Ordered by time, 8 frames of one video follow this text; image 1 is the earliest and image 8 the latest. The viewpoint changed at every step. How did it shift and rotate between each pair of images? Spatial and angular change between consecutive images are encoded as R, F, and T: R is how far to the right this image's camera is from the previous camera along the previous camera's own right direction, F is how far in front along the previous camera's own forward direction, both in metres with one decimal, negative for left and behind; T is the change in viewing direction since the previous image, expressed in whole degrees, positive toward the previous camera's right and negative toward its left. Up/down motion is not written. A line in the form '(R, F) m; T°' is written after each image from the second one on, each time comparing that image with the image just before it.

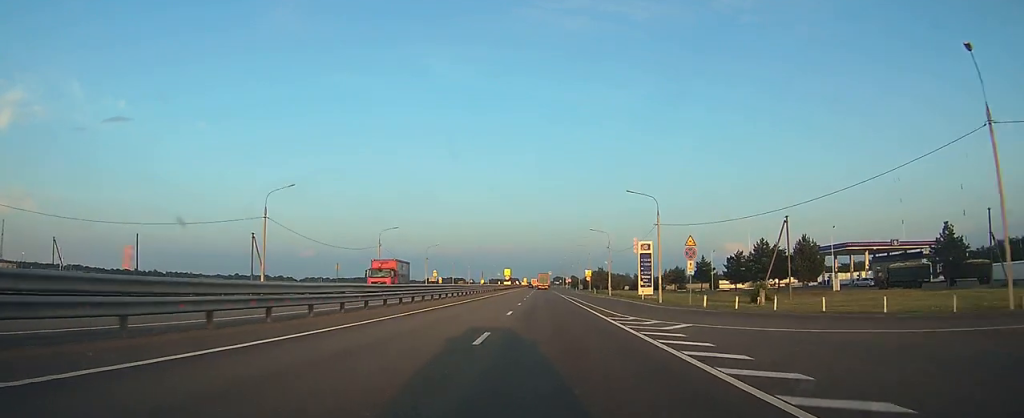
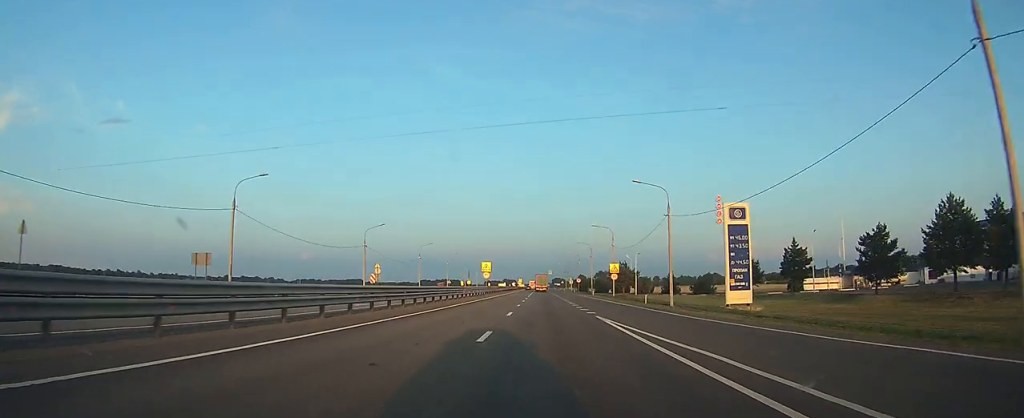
(+0.1, +47.6) m; 0°
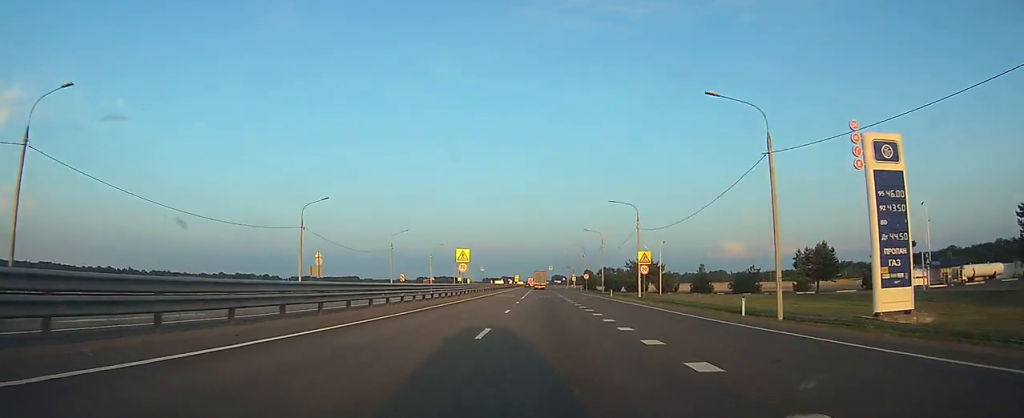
(+0.1, +24.1) m; 0°
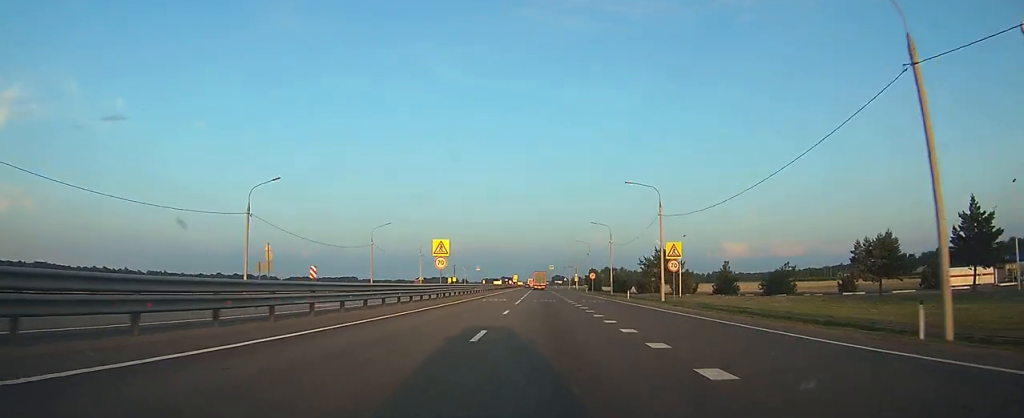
(0.0, +12.8) m; 0°
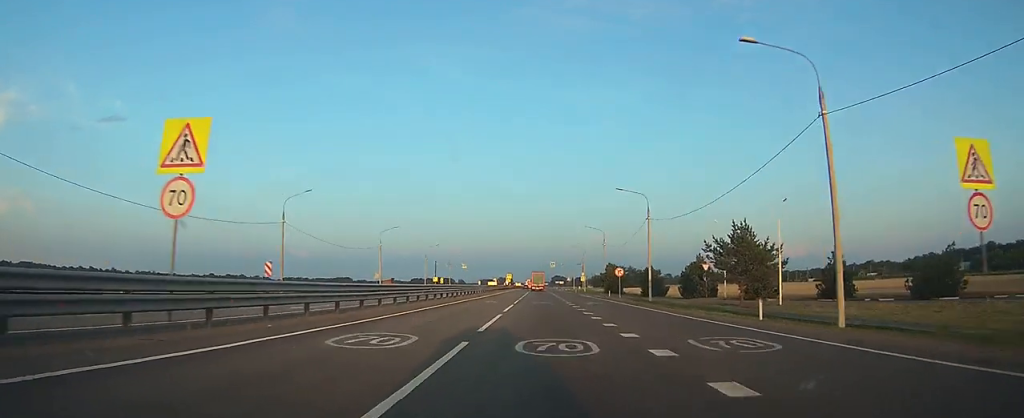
(0.0, +33.8) m; 0°
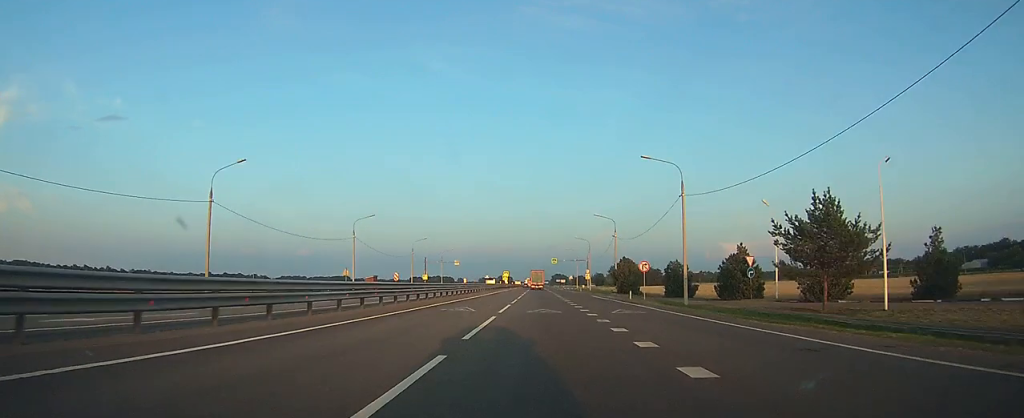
(0.0, +15.2) m; 0°
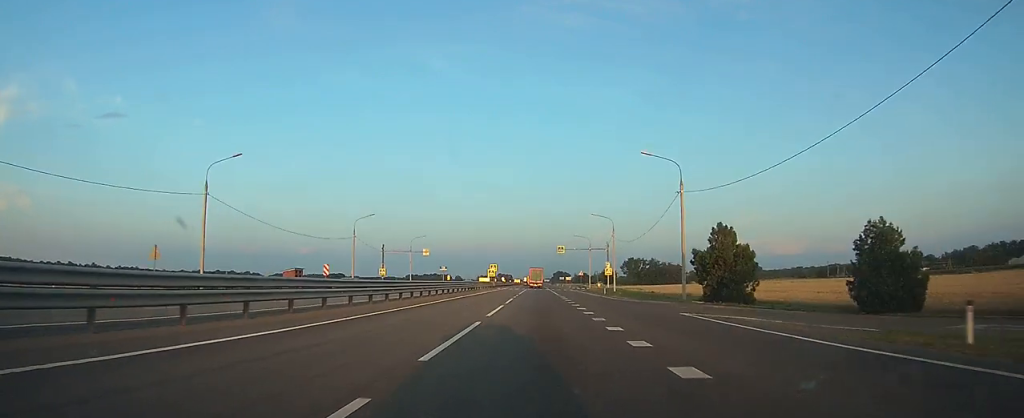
(+0.1, +41.1) m; 0°
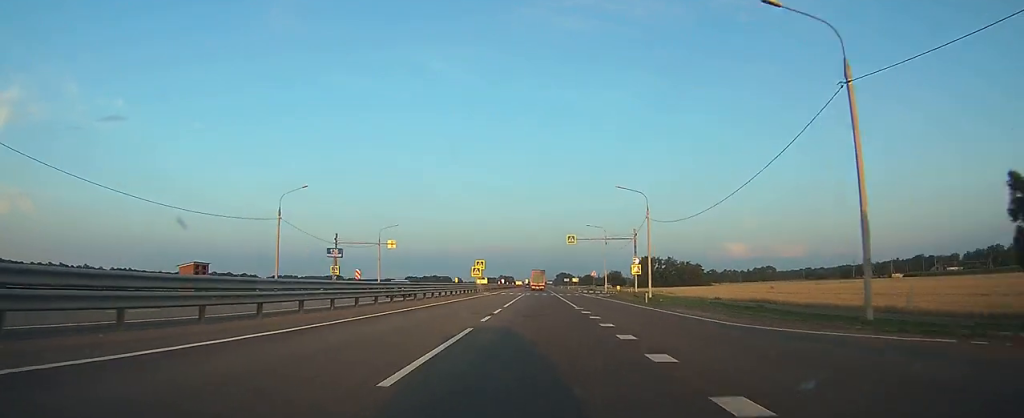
(0.0, +26.6) m; 0°
